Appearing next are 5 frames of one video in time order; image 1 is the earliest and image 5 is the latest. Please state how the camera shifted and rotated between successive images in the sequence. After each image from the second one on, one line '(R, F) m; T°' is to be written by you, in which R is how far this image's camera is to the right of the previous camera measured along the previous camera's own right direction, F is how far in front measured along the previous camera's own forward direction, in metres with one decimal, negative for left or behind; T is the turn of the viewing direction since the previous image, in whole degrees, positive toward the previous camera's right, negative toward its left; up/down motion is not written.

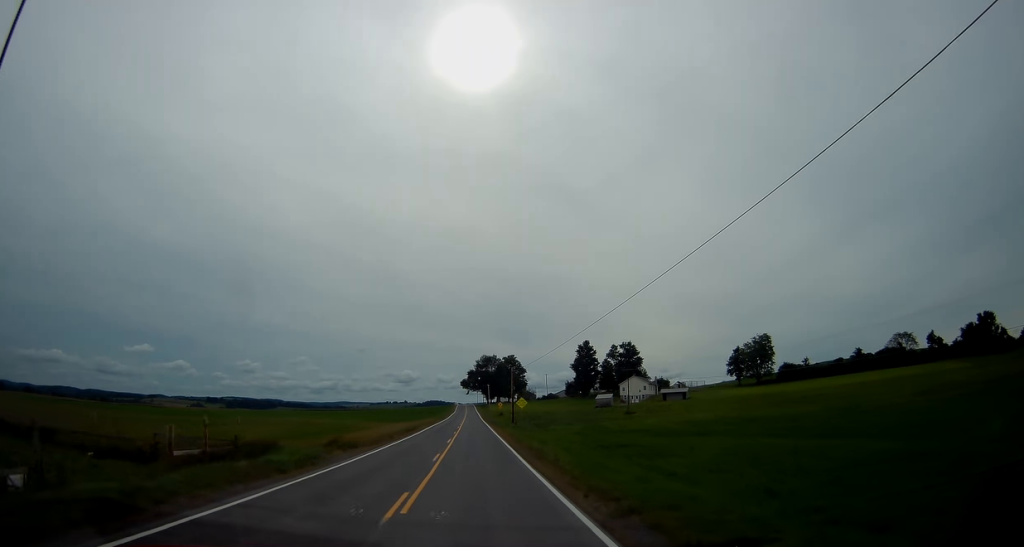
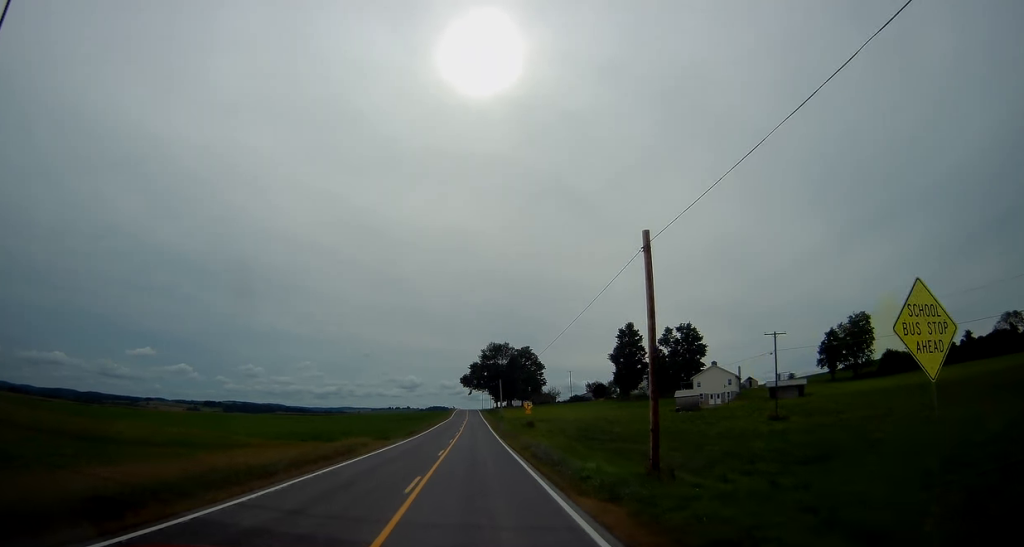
(+0.1, +58.0) m; 0°
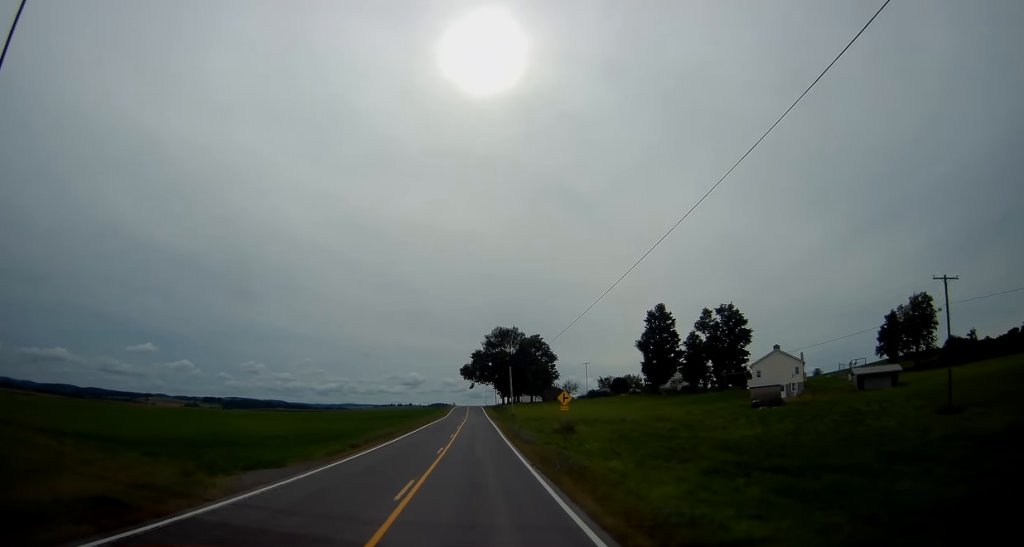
(+0.3, +26.0) m; 0°
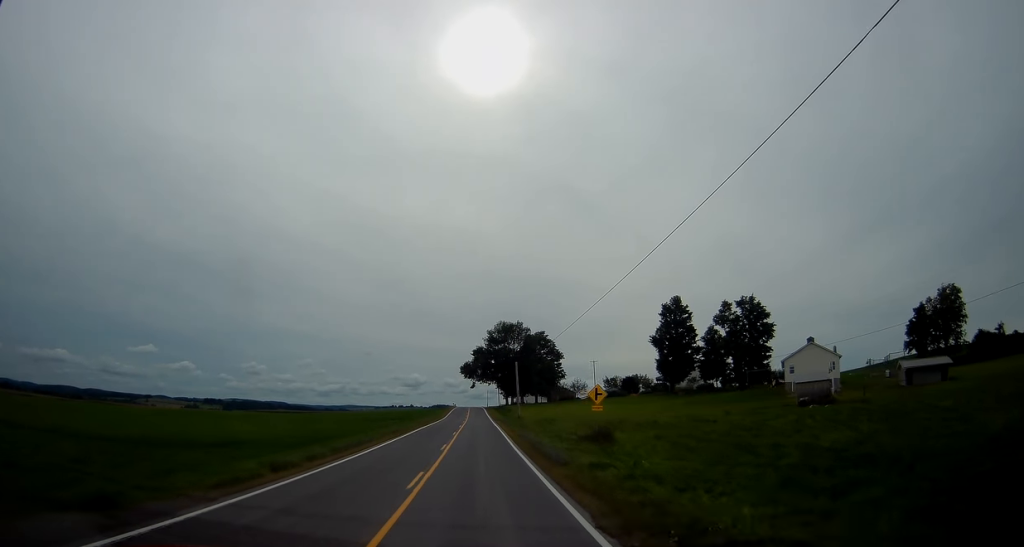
(-0.2, +10.6) m; 0°
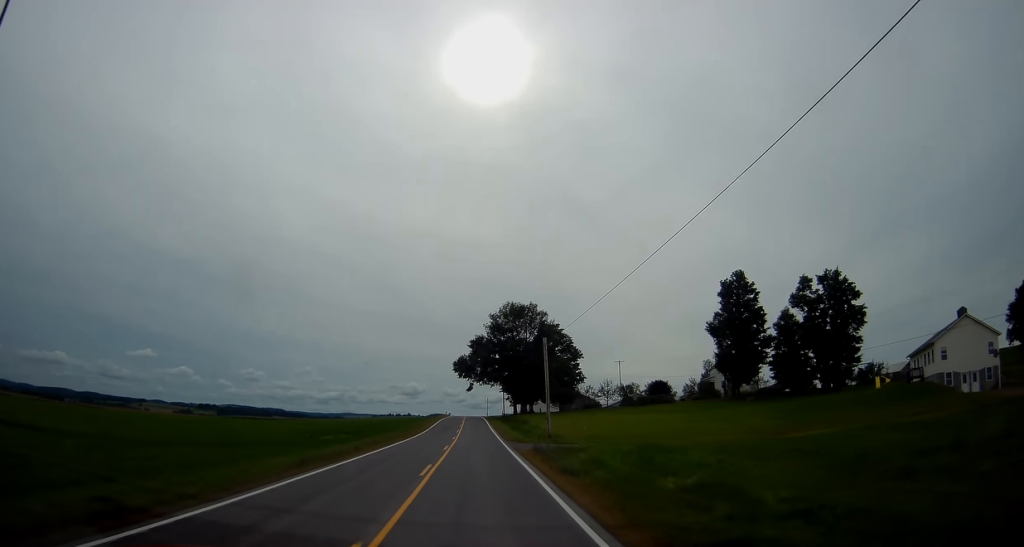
(0.0, +33.8) m; -1°
